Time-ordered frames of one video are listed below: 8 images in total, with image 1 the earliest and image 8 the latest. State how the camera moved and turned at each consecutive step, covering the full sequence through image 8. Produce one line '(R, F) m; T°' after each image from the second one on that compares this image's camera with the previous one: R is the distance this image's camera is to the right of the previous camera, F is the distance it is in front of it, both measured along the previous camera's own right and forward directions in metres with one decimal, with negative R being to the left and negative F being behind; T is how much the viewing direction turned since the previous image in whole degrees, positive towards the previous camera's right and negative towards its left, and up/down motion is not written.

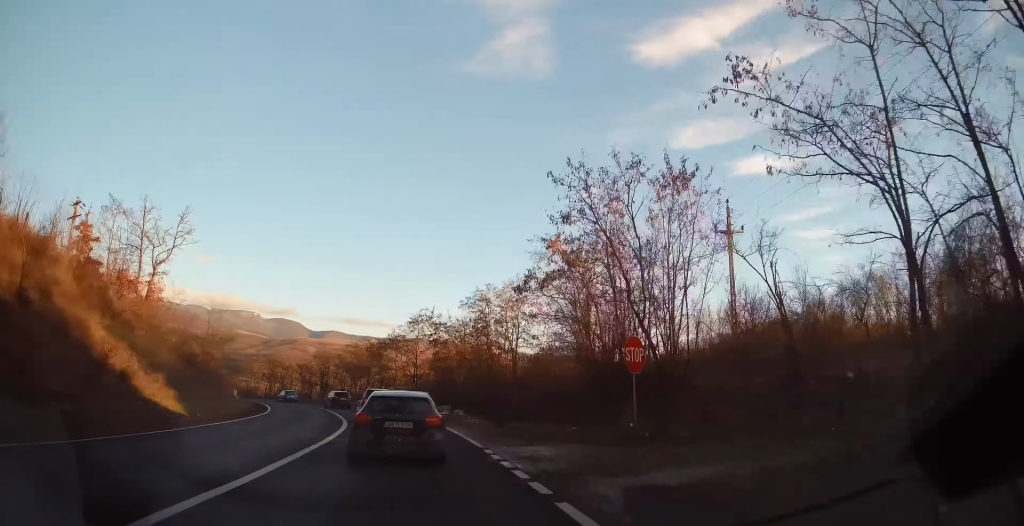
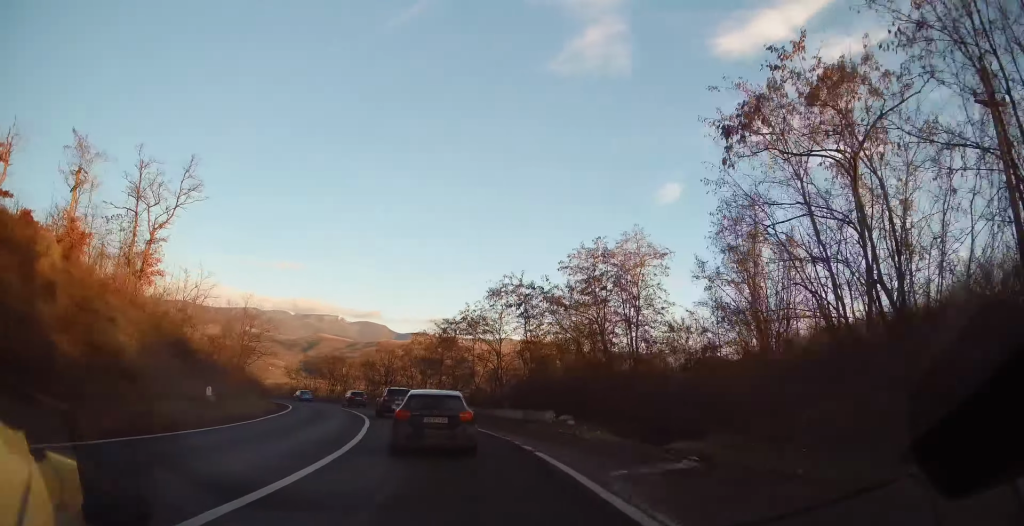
(-0.8, +13.6) m; -8°
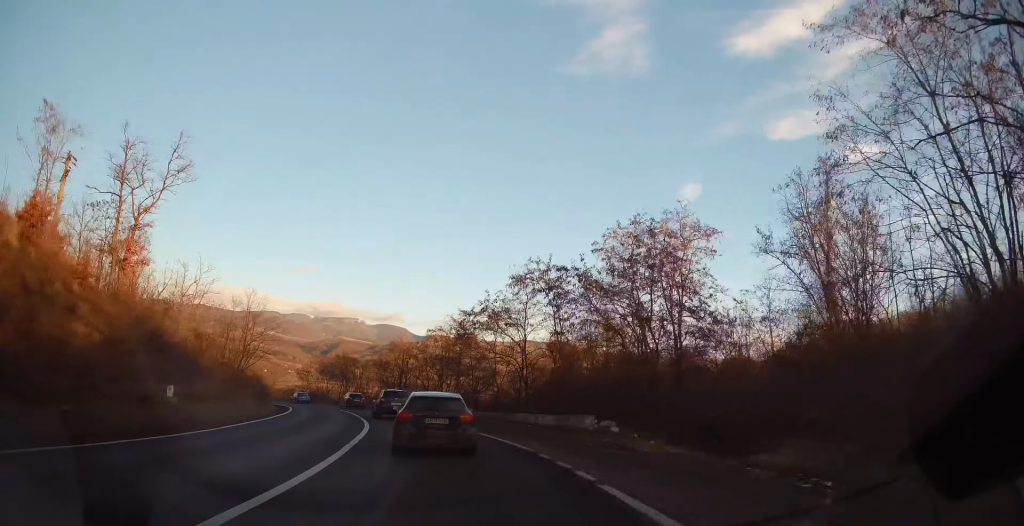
(-0.2, +4.5) m; -3°
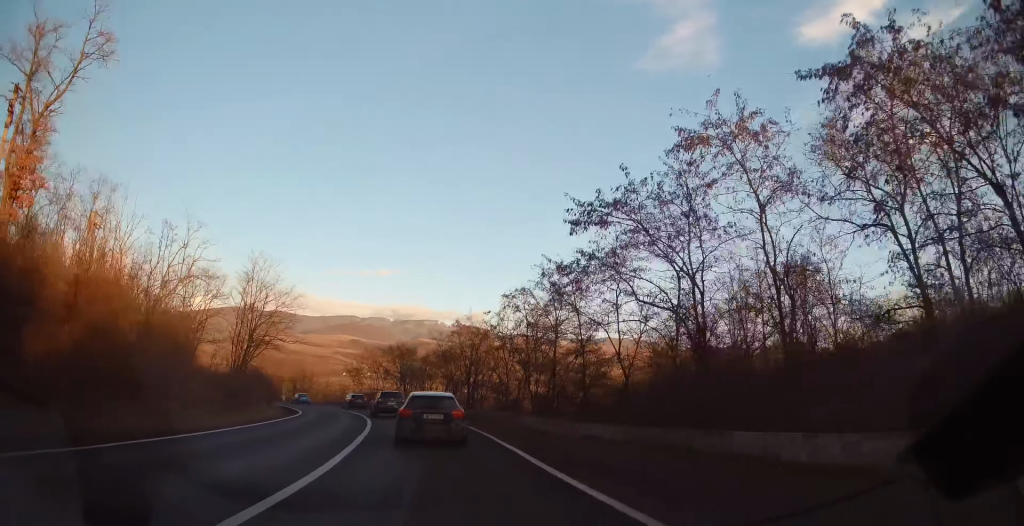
(-1.5, +16.0) m; -8°
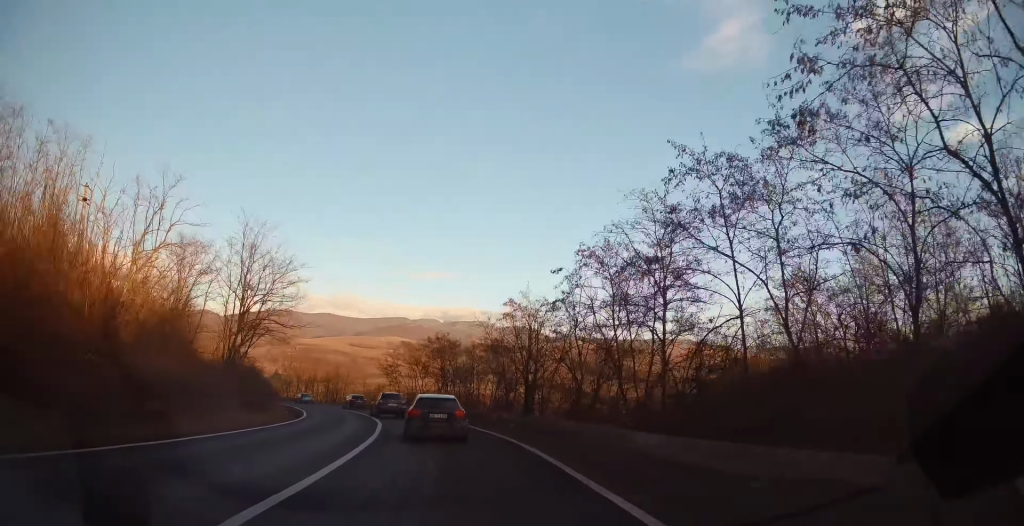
(-0.1, +10.0) m; -4°
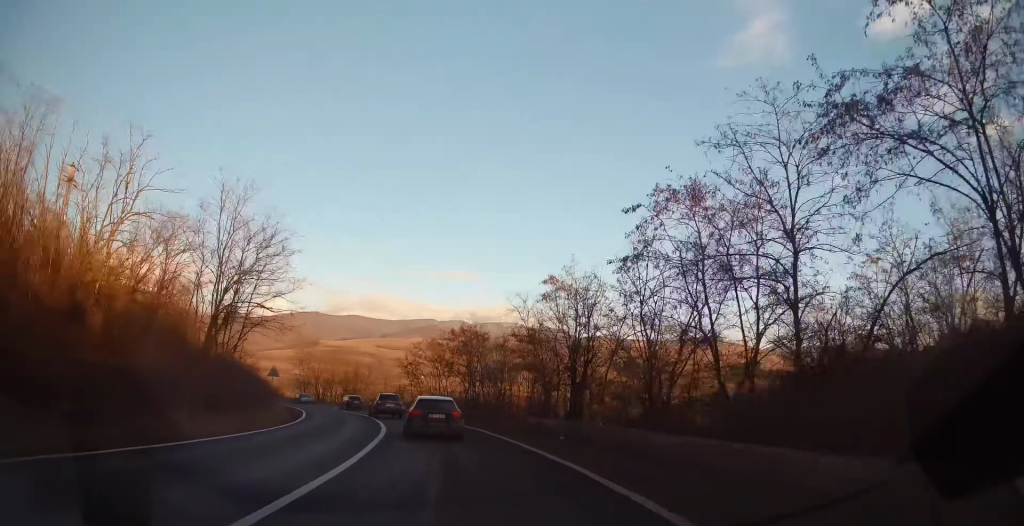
(-0.3, +6.6) m; -4°
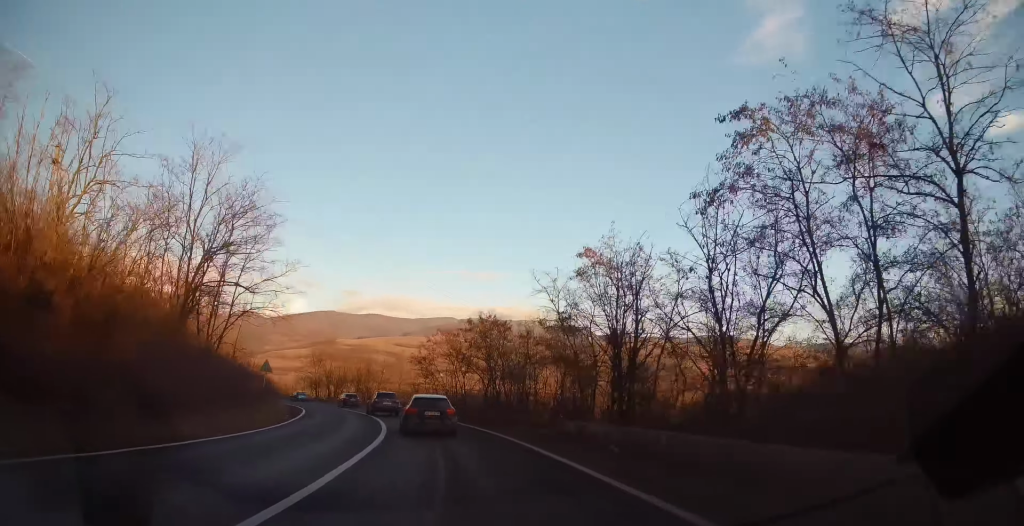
(-0.1, +4.6) m; -3°
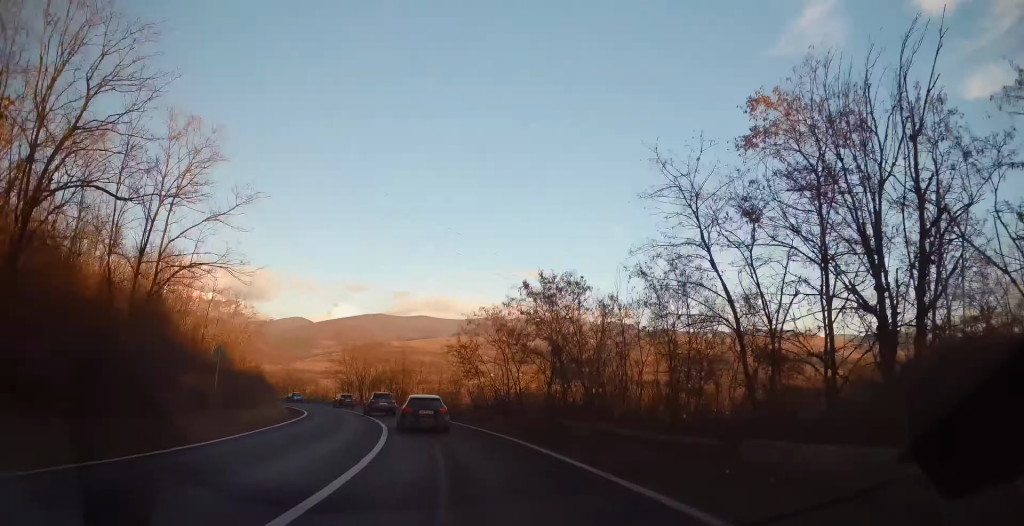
(-0.6, +11.4) m; -5°
